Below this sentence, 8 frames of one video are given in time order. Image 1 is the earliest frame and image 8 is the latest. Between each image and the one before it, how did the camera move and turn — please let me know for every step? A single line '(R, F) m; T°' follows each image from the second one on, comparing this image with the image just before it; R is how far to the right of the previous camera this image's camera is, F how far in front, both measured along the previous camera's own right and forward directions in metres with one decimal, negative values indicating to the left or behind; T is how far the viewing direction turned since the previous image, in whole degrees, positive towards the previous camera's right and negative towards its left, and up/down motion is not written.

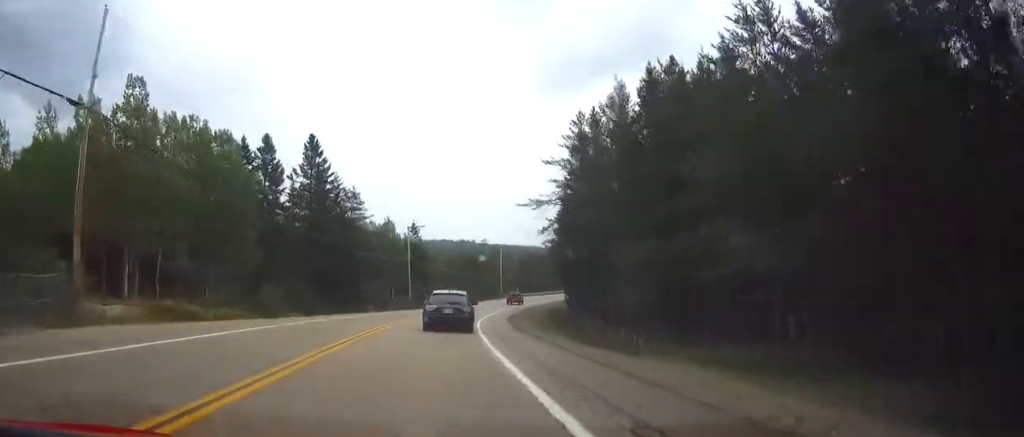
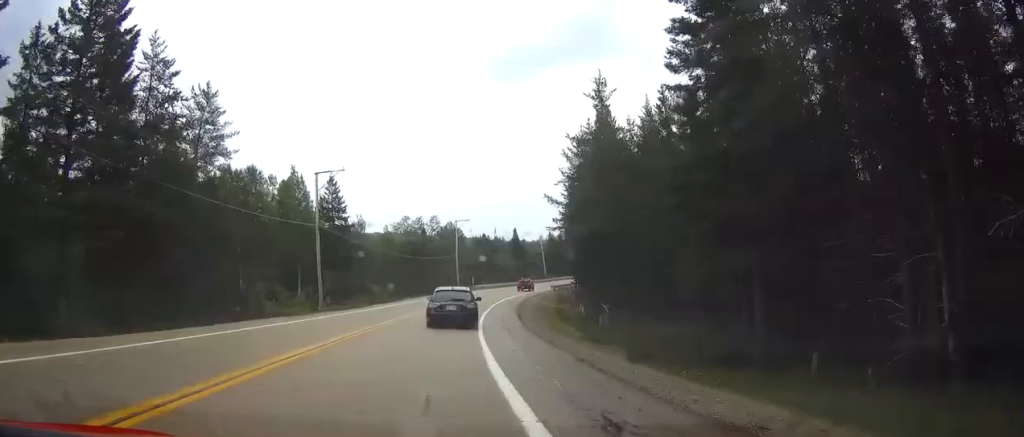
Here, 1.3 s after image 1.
(+1.3, +34.5) m; +4°
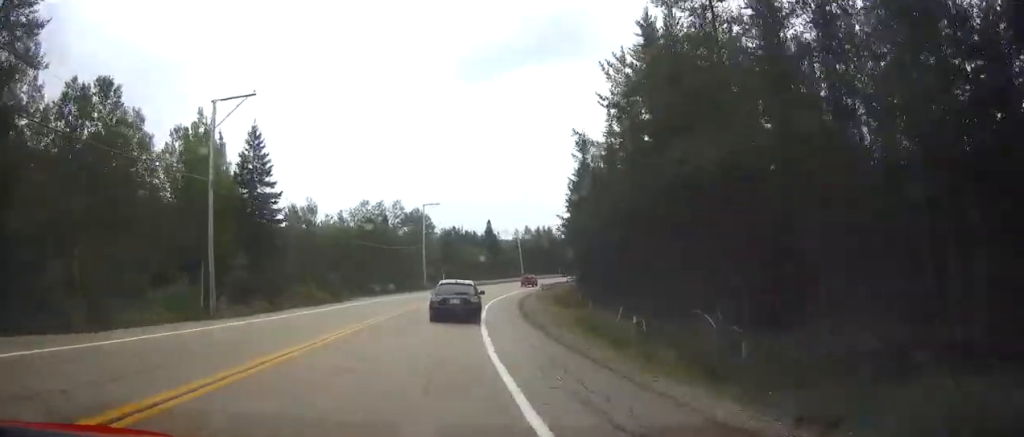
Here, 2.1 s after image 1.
(+0.3, +19.0) m; +2°
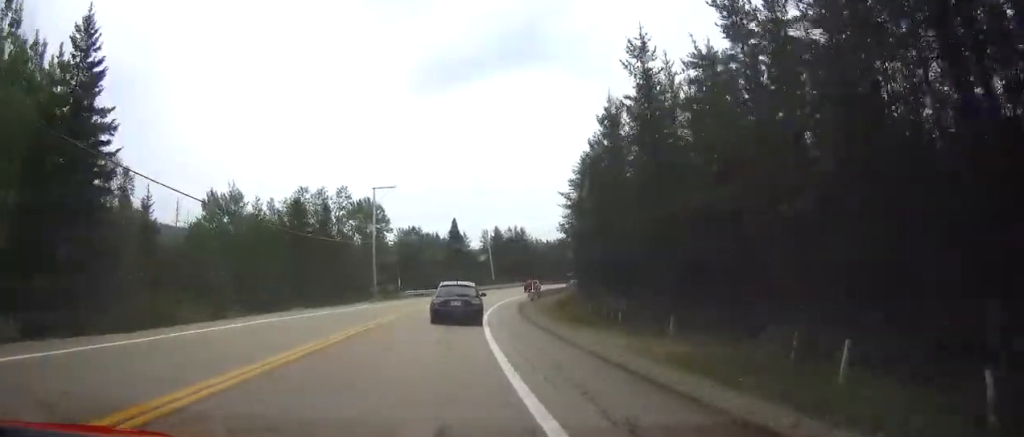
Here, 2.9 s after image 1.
(+0.3, +21.5) m; +3°
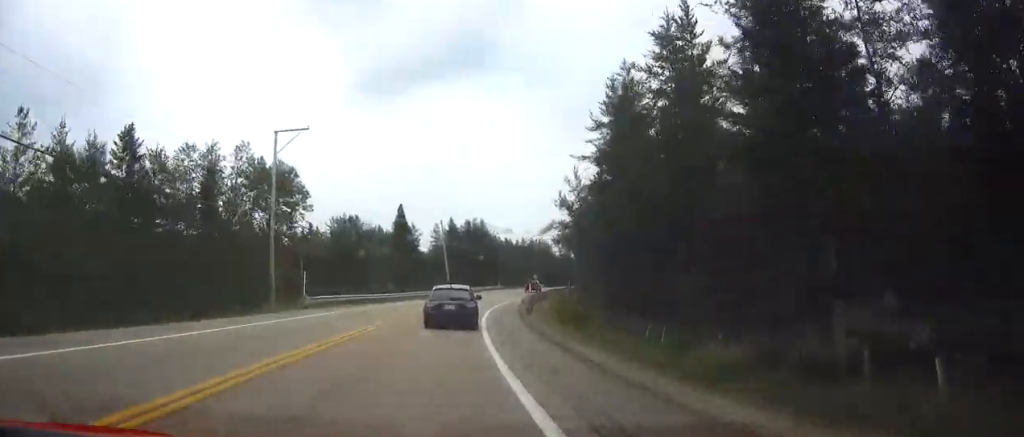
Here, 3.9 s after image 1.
(+0.9, +25.7) m; +5°
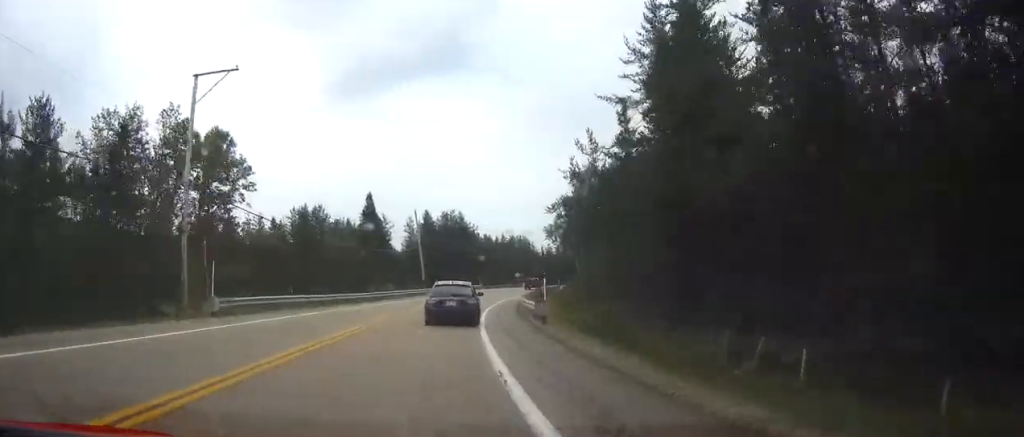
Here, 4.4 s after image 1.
(+0.4, +12.0) m; +3°
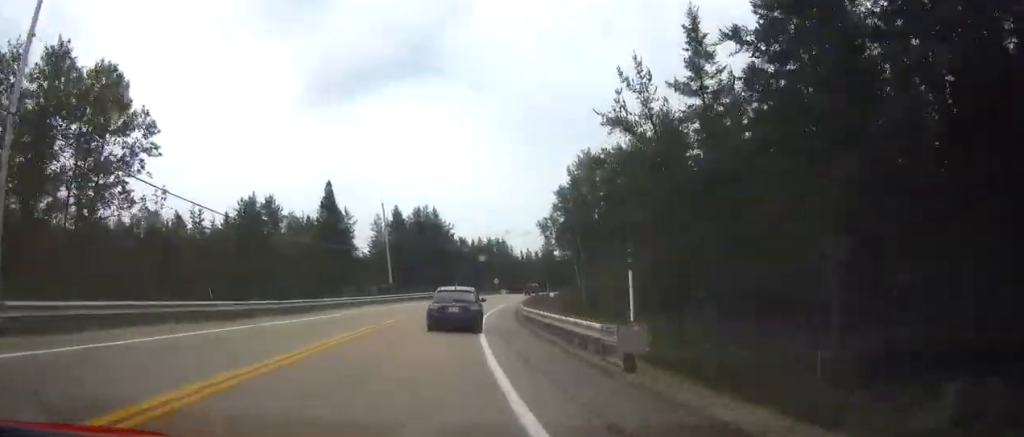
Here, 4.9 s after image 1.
(+0.2, +13.7) m; +3°
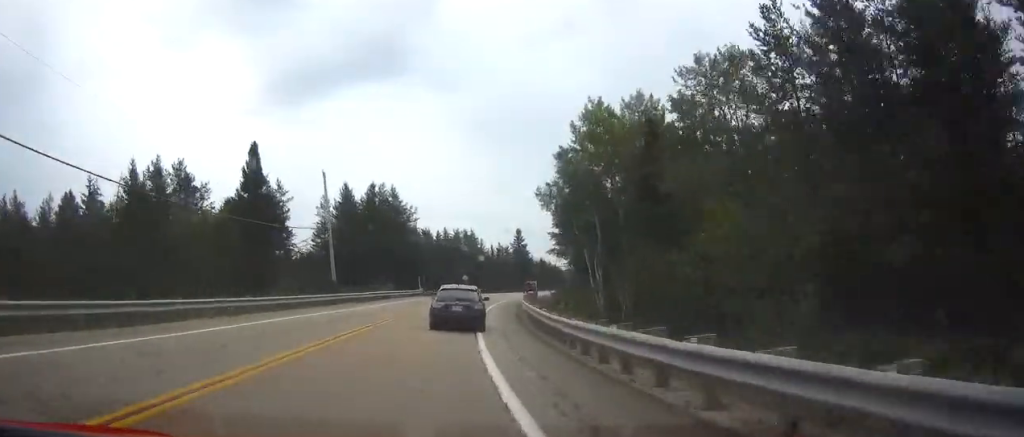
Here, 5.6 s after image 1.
(+0.8, +18.8) m; +4°
